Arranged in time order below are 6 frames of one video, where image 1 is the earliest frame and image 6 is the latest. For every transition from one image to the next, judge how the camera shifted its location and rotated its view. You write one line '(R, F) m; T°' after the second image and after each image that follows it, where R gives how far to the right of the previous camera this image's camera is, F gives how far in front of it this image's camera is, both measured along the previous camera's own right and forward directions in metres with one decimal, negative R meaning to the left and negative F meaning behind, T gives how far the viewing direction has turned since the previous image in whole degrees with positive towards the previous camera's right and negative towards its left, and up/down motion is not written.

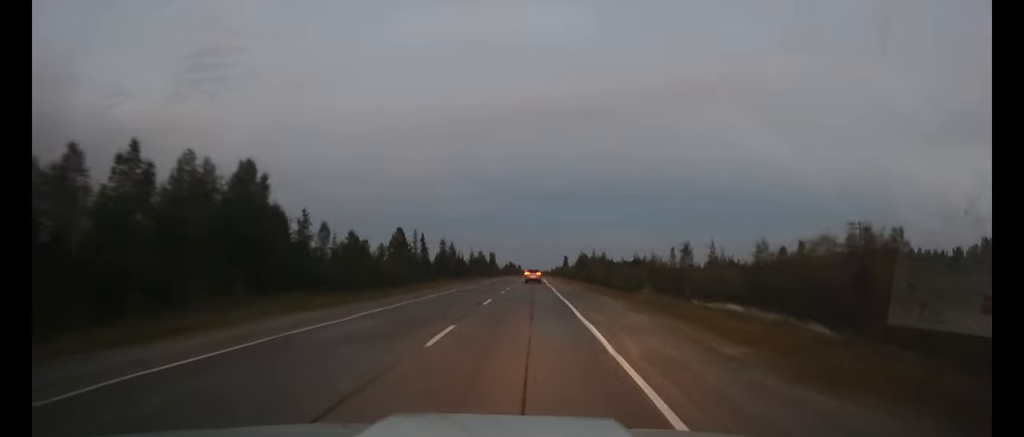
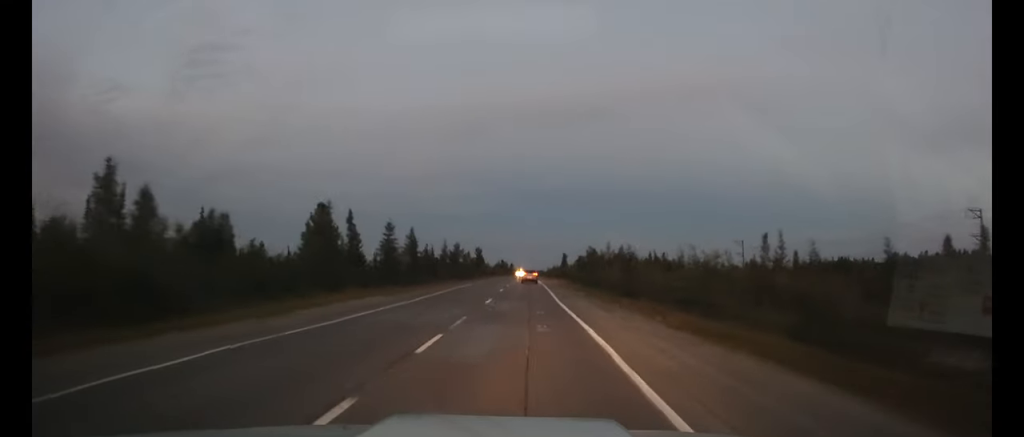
(0.0, +31.2) m; 0°
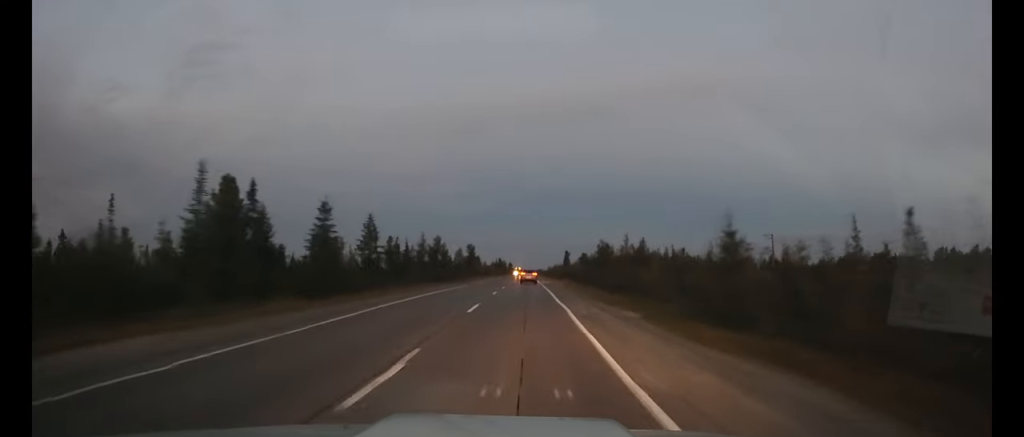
(+0.1, +18.8) m; 0°
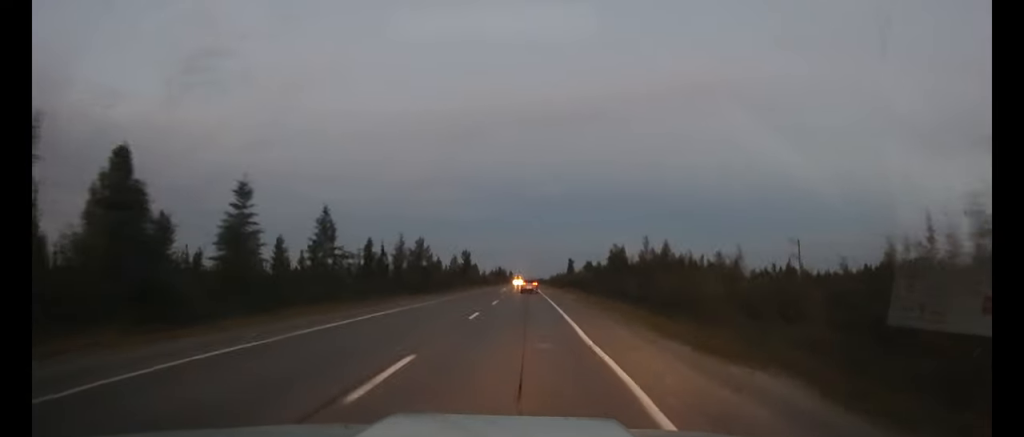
(0.0, +12.7) m; 0°
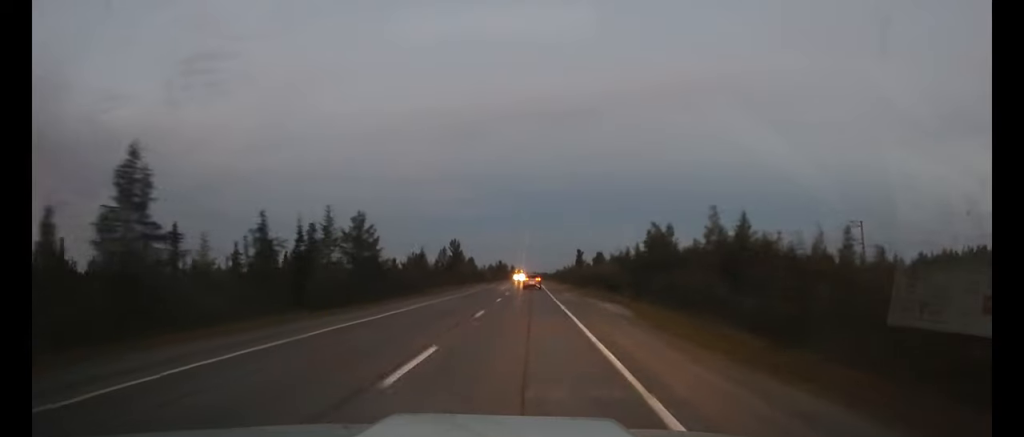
(0.0, +23.4) m; 0°
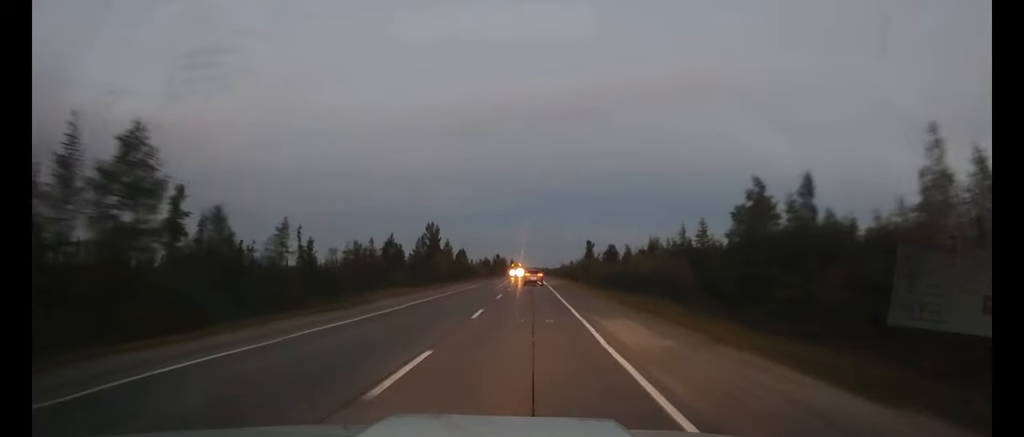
(-0.1, +25.1) m; 0°
